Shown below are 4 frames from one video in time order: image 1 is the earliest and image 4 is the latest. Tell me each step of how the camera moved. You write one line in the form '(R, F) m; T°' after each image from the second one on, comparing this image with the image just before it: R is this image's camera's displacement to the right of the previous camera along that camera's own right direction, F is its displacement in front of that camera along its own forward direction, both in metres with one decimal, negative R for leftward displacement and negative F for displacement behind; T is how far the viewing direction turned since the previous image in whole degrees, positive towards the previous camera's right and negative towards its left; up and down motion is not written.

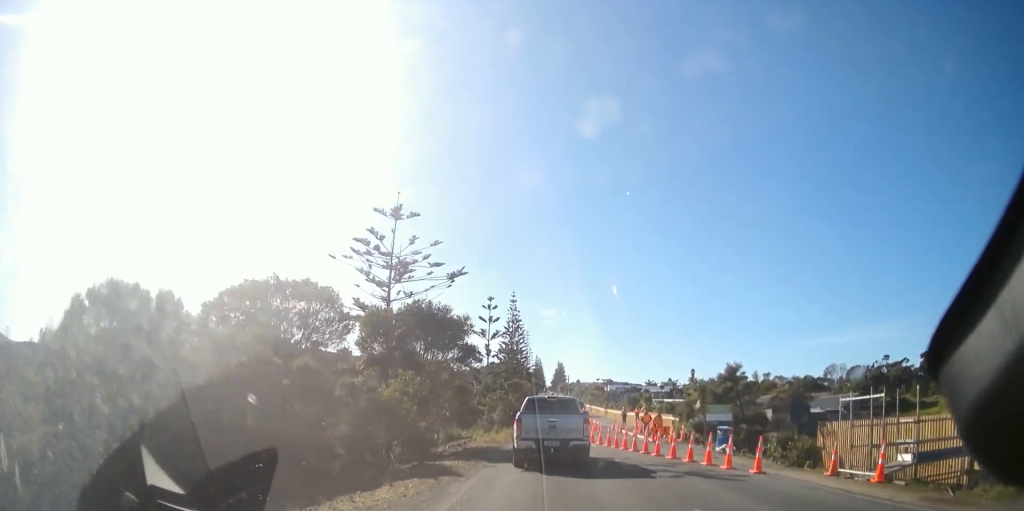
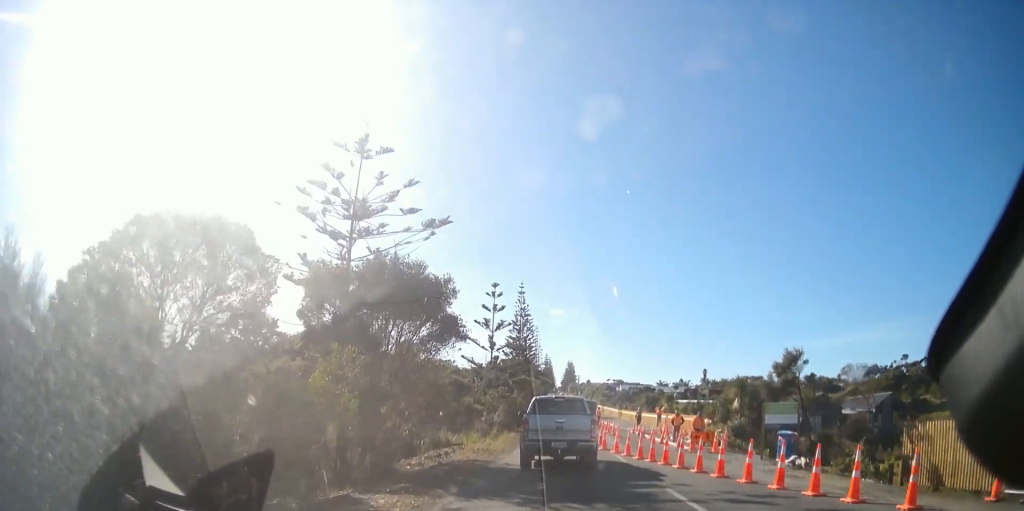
(-0.8, +7.2) m; 0°
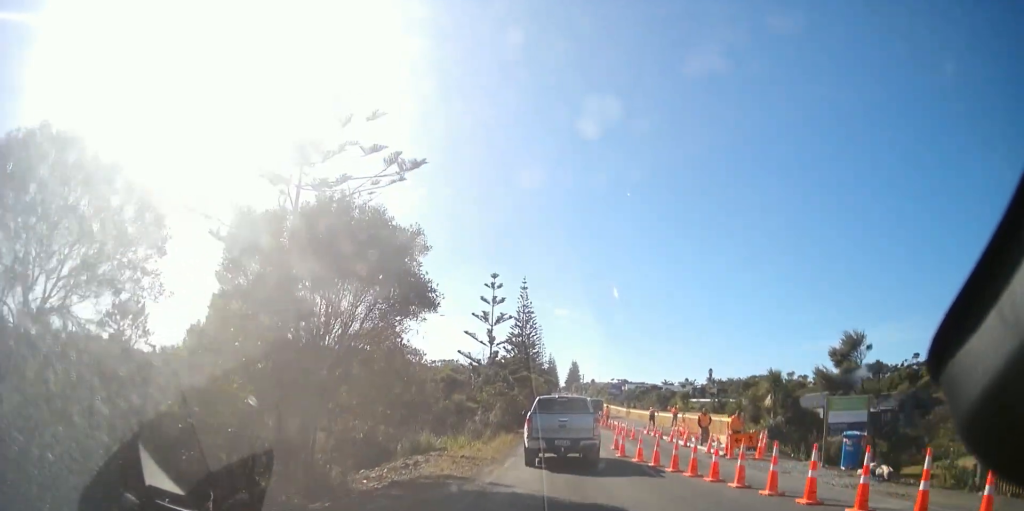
(+0.8, +5.4) m; 0°
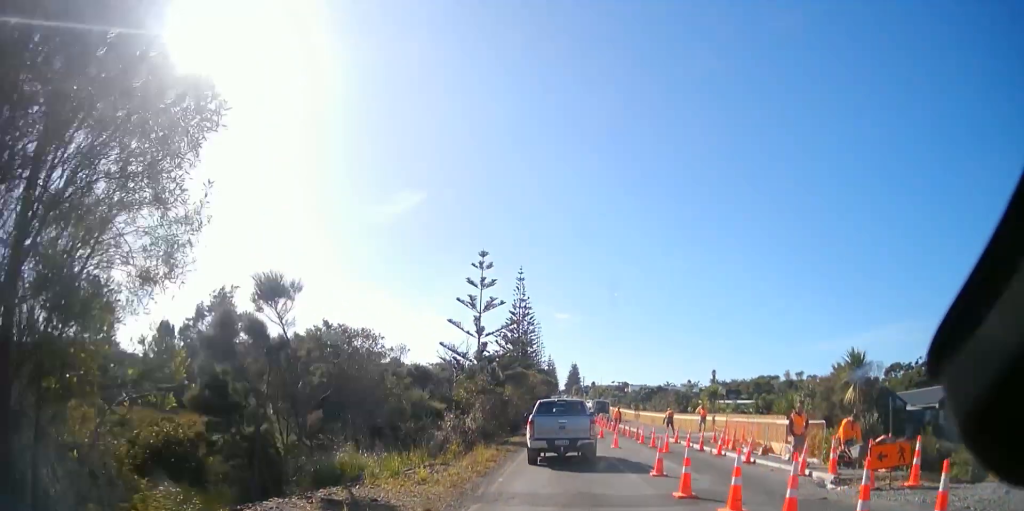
(-1.4, +9.9) m; -2°
